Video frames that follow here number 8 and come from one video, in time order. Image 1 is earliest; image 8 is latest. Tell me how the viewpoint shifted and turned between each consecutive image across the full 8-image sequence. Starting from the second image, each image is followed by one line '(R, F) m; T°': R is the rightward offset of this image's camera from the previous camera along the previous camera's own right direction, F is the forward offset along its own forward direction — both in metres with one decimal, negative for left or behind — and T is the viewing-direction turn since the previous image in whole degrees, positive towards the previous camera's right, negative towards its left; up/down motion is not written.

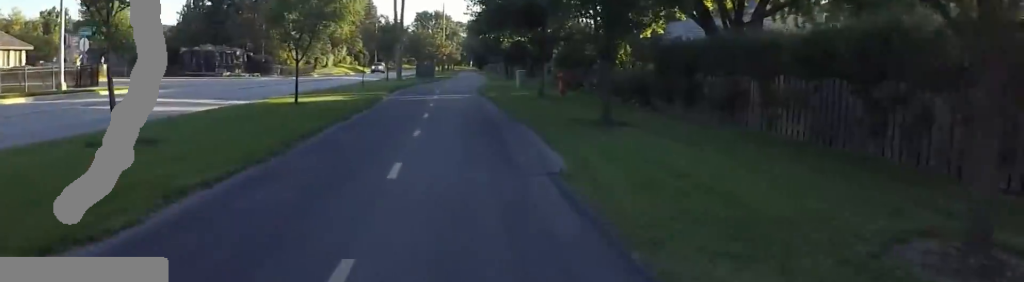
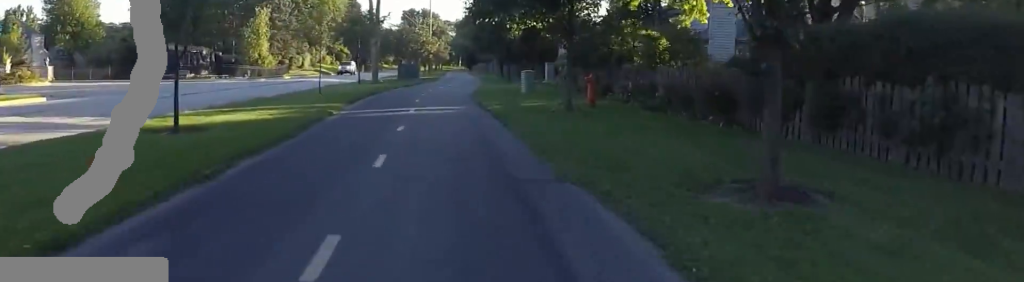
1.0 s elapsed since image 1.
(-0.6, +7.1) m; -2°
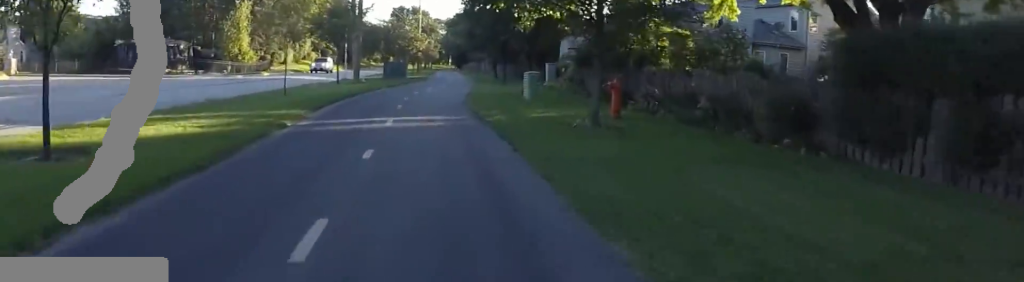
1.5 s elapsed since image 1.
(-0.8, +3.5) m; +3°
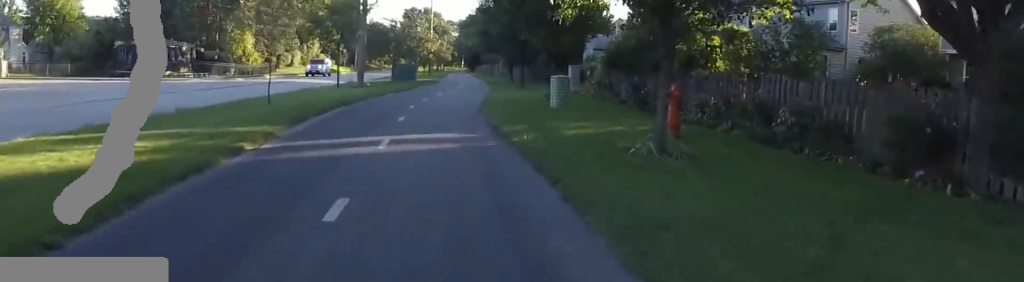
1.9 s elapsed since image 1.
(+0.8, +2.8) m; 0°
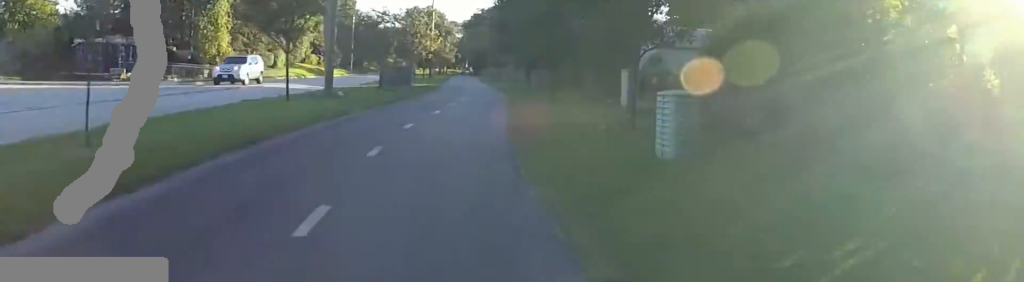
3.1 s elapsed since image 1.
(+0.1, +8.0) m; -4°
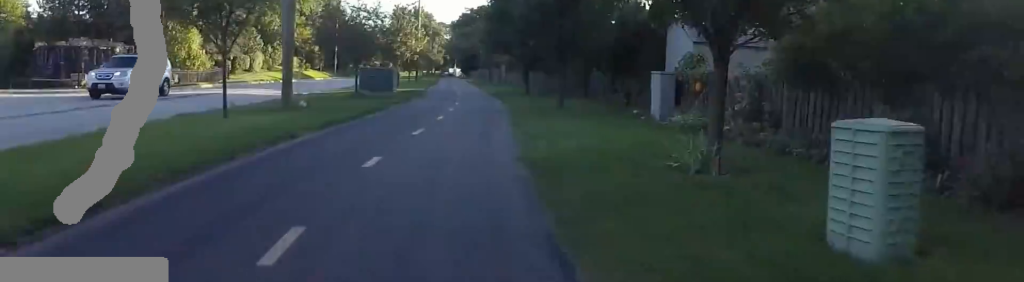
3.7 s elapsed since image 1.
(-0.5, +4.0) m; -1°
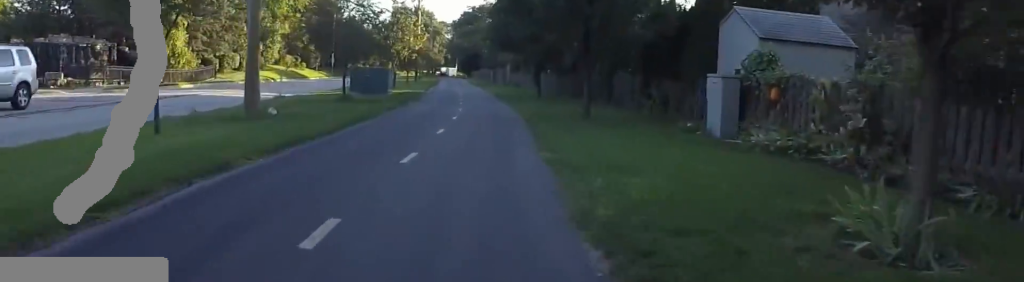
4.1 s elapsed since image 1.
(+0.4, +3.2) m; +6°
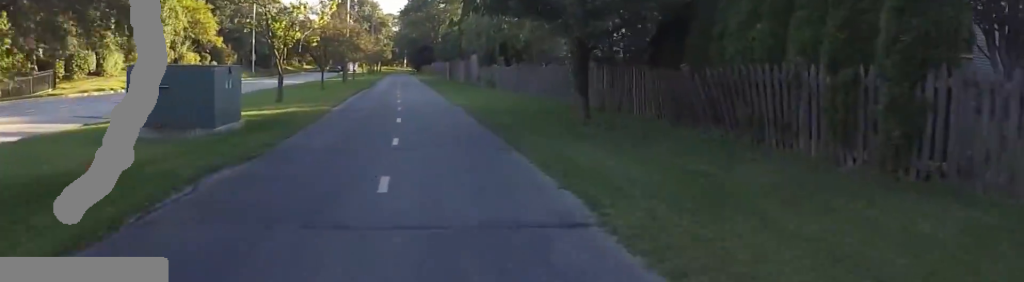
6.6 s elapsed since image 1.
(-0.1, +16.3) m; 0°
